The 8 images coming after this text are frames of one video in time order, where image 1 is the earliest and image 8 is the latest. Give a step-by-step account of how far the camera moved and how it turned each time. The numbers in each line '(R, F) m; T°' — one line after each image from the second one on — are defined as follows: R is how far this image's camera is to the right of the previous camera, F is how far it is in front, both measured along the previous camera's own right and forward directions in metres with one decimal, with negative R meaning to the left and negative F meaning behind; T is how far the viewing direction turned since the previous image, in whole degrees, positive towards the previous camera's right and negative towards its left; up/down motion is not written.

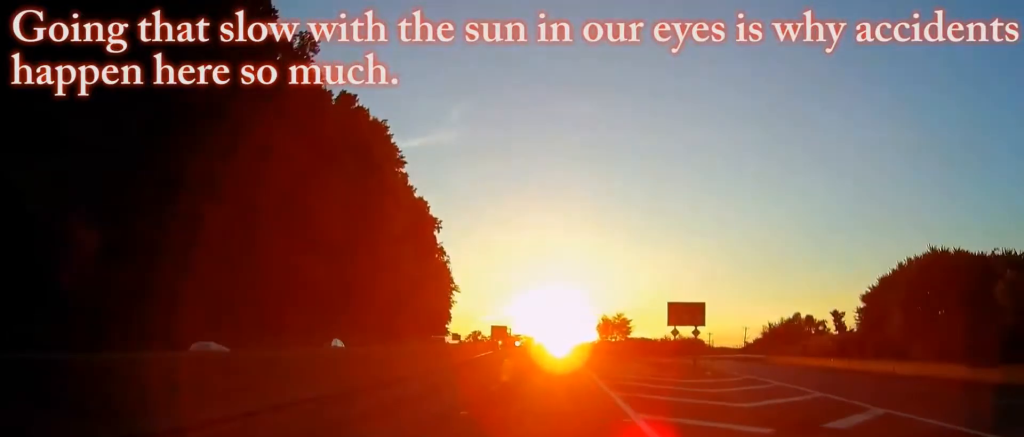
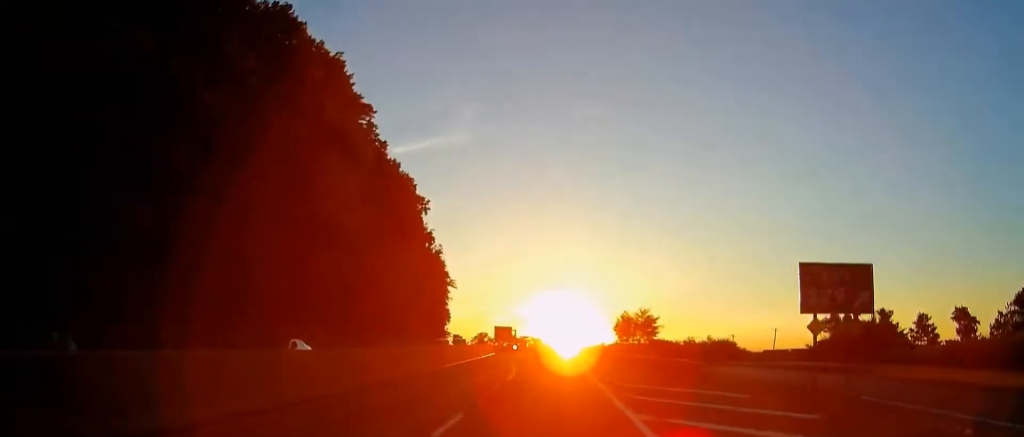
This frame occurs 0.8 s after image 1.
(-0.5, +20.5) m; -2°
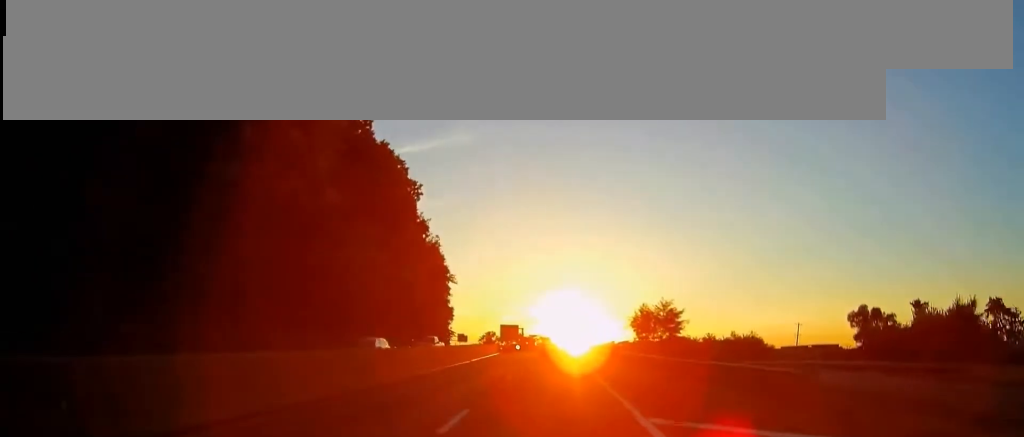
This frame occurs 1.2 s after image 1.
(-0.1, +11.6) m; -1°
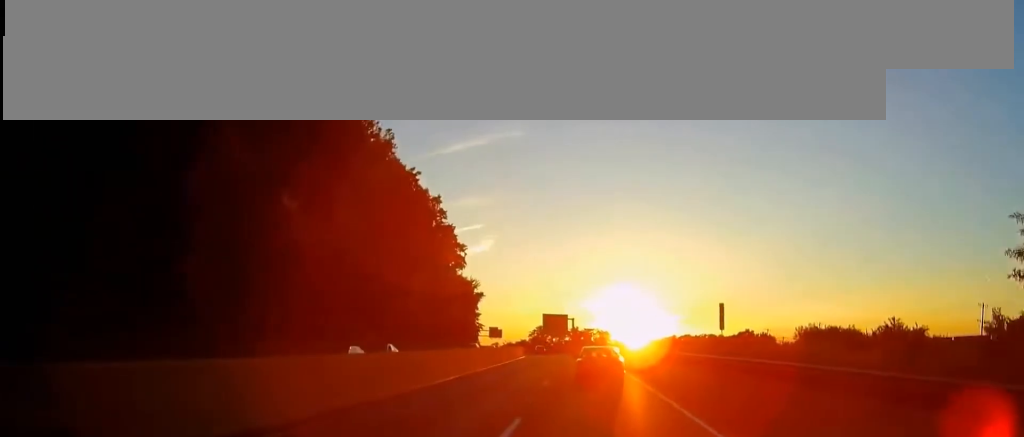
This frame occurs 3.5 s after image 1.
(-2.4, +62.8) m; -6°
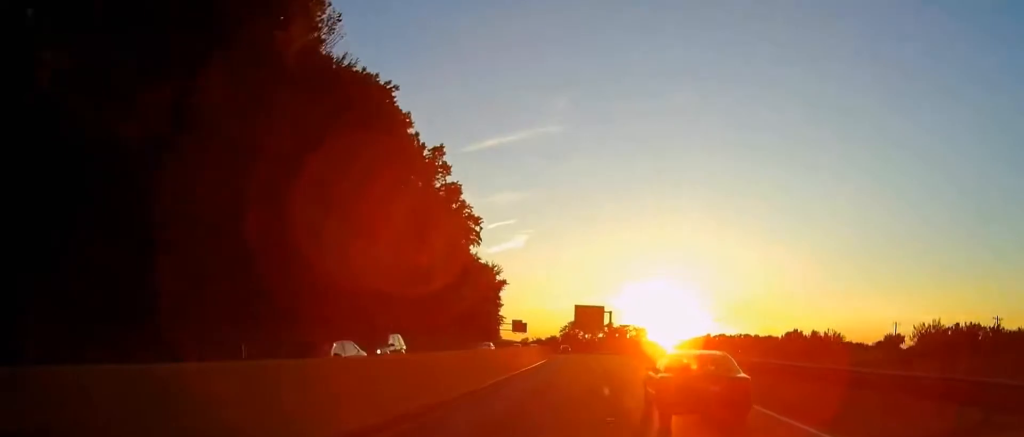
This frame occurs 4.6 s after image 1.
(-0.8, +27.9) m; -3°
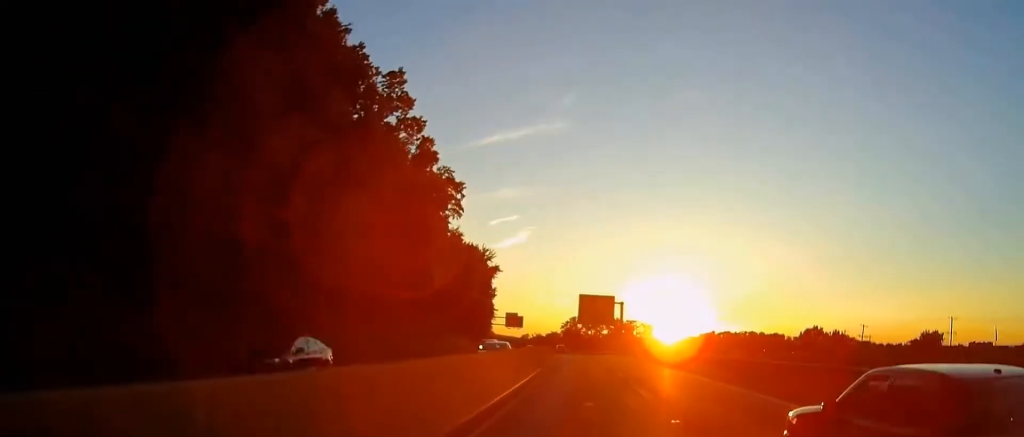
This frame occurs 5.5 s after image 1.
(-0.4, +24.8) m; -1°
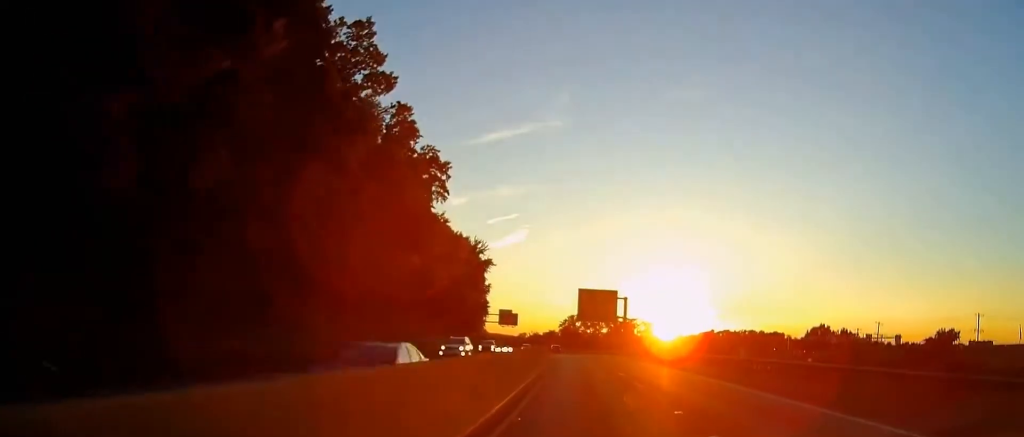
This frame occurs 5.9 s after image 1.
(-0.1, +10.8) m; 0°
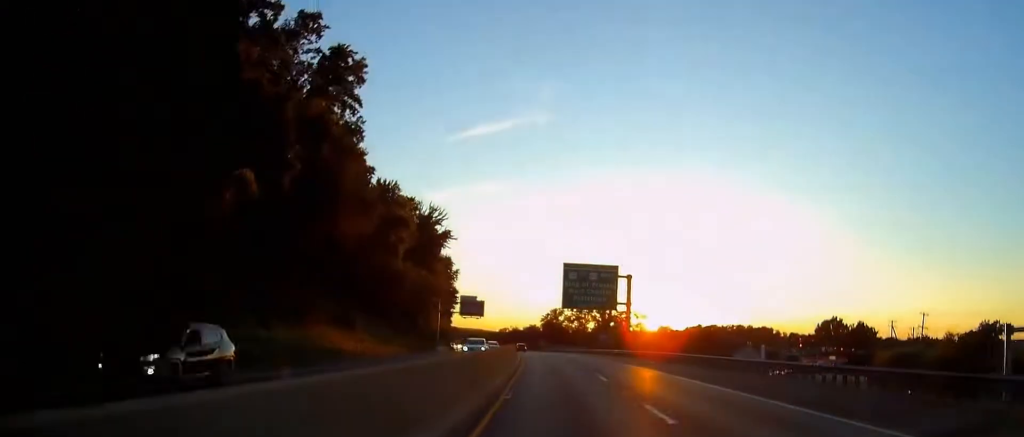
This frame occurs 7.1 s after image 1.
(+0.5, +32.4) m; +2°
